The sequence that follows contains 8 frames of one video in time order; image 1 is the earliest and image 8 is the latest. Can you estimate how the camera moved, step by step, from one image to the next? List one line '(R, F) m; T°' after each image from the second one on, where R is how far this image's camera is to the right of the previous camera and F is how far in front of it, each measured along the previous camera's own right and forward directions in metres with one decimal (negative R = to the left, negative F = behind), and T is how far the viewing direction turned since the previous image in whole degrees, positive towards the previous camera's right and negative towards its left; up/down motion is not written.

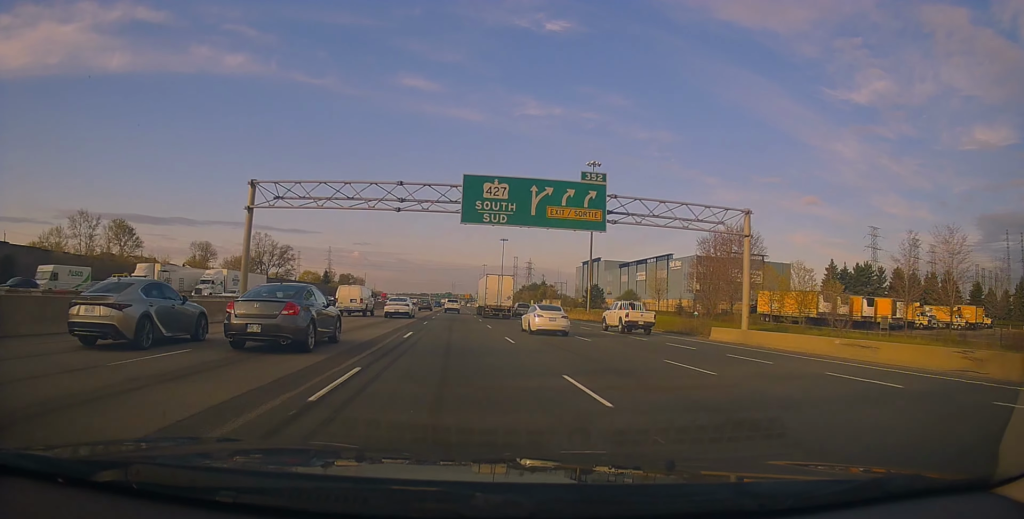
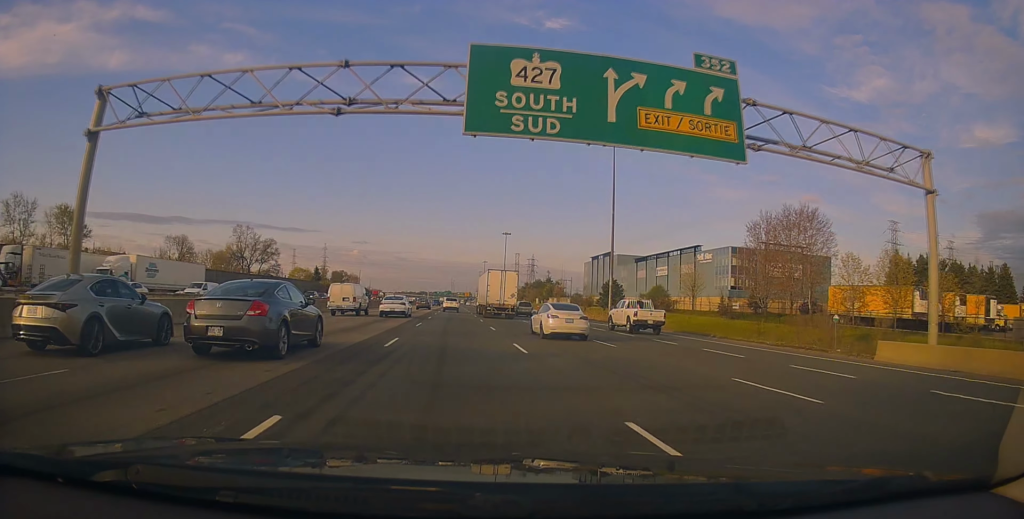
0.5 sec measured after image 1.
(0.0, +15.9) m; 0°
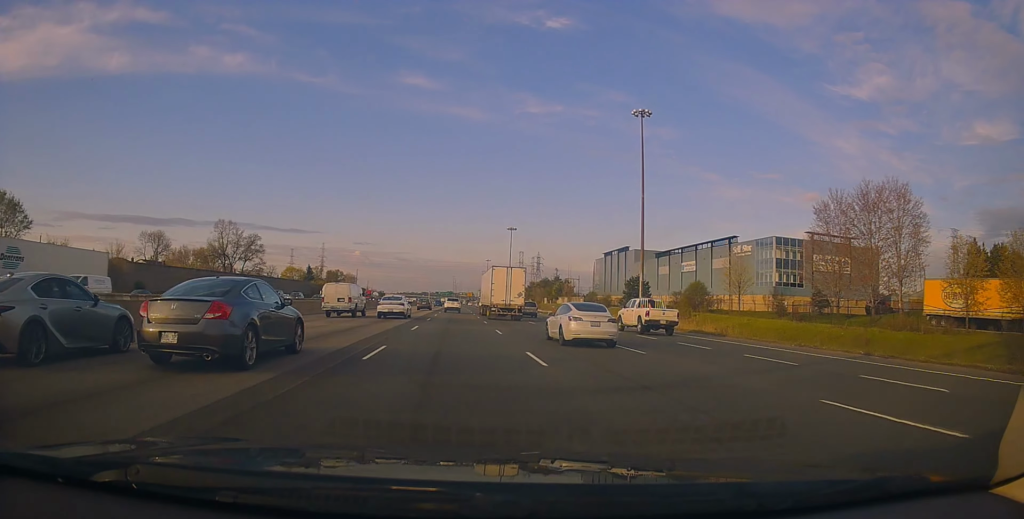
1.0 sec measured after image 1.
(+0.1, +15.1) m; 0°
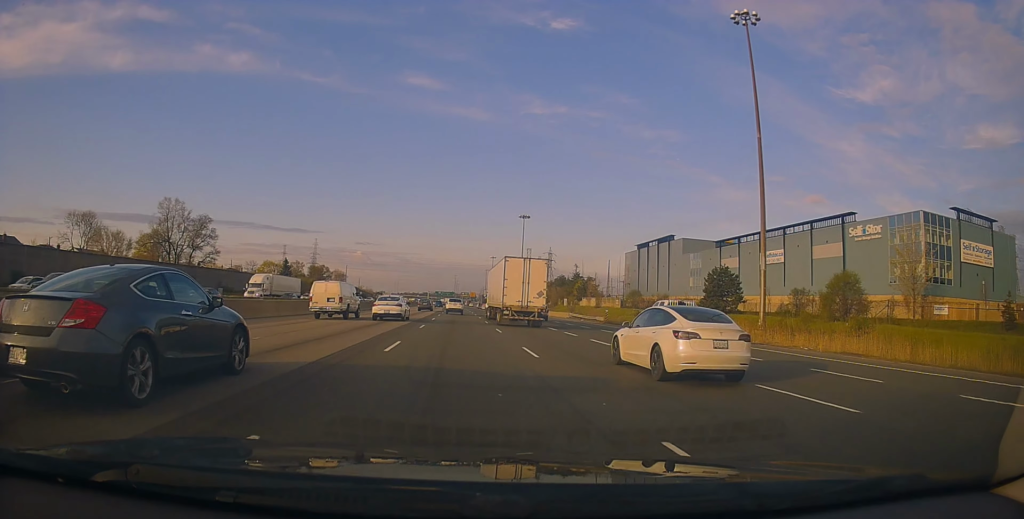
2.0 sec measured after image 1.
(+0.1, +33.5) m; 0°
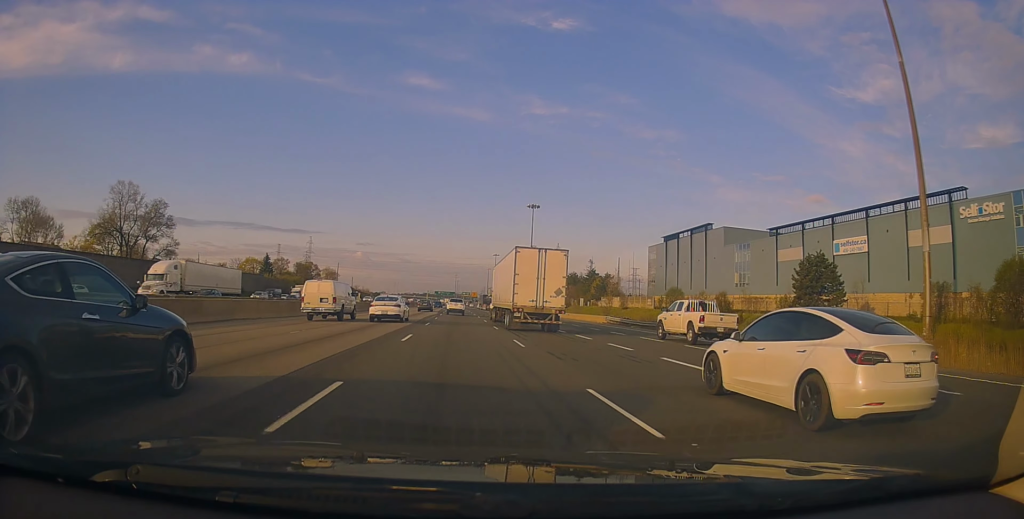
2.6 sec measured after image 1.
(0.0, +21.1) m; 0°
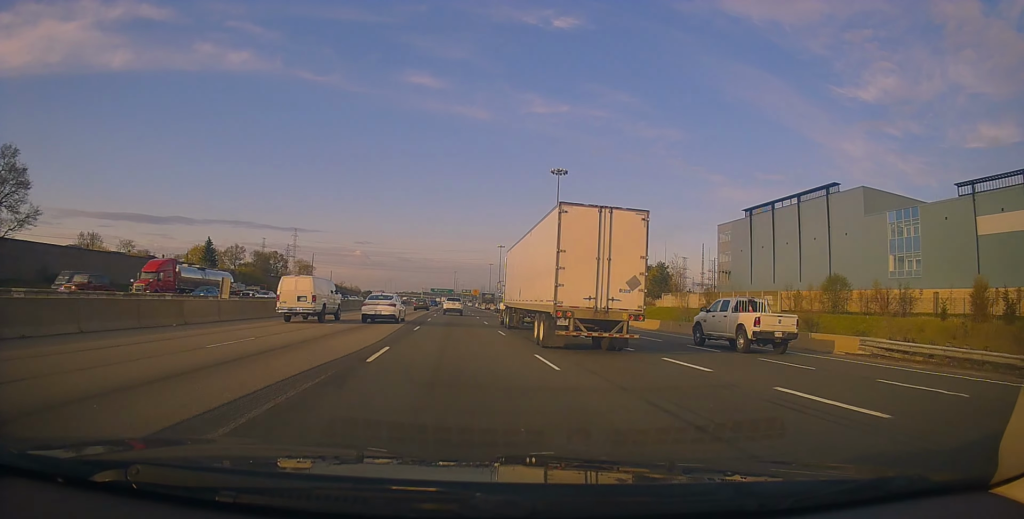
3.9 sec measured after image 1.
(-0.1, +41.6) m; 0°
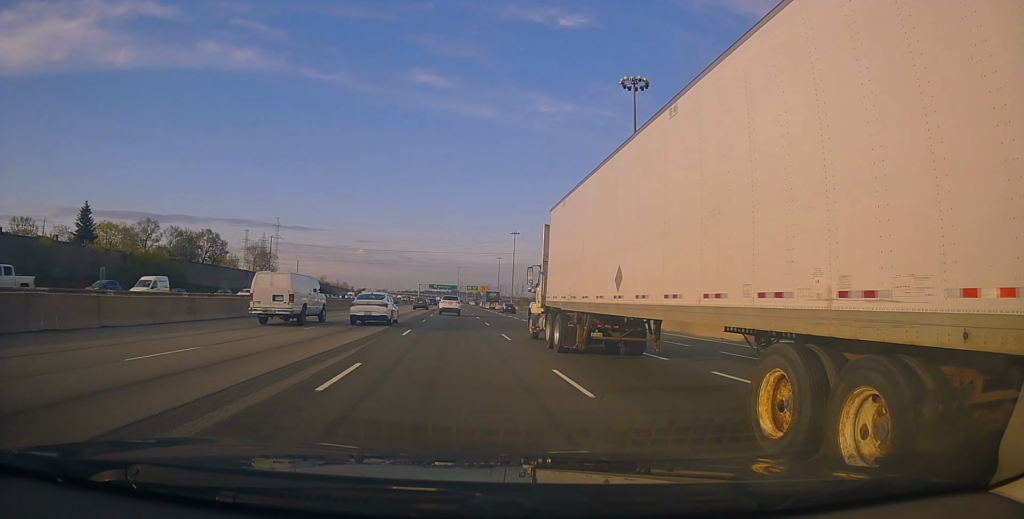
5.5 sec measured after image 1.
(+0.6, +52.1) m; +1°
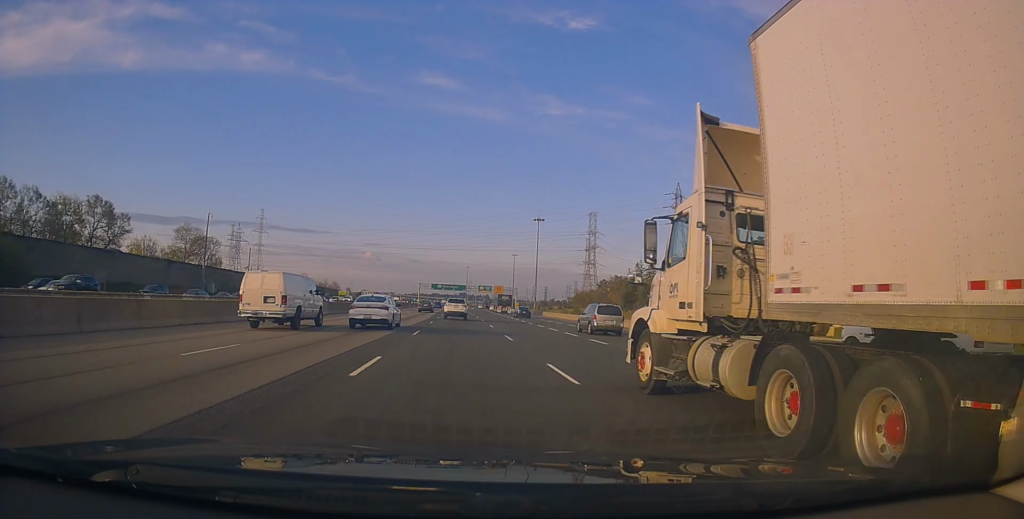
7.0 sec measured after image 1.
(-0.7, +46.0) m; -2°
